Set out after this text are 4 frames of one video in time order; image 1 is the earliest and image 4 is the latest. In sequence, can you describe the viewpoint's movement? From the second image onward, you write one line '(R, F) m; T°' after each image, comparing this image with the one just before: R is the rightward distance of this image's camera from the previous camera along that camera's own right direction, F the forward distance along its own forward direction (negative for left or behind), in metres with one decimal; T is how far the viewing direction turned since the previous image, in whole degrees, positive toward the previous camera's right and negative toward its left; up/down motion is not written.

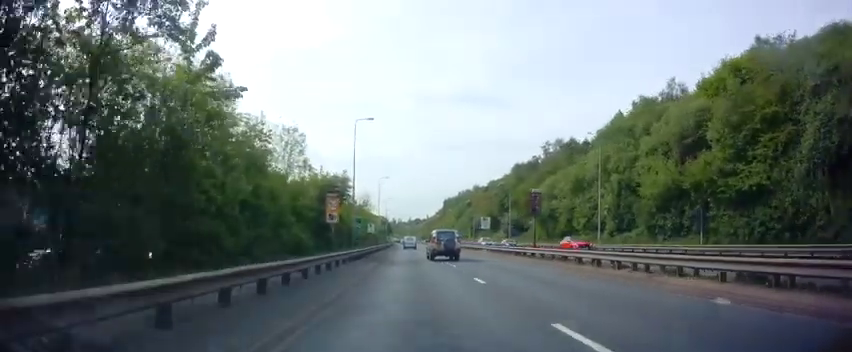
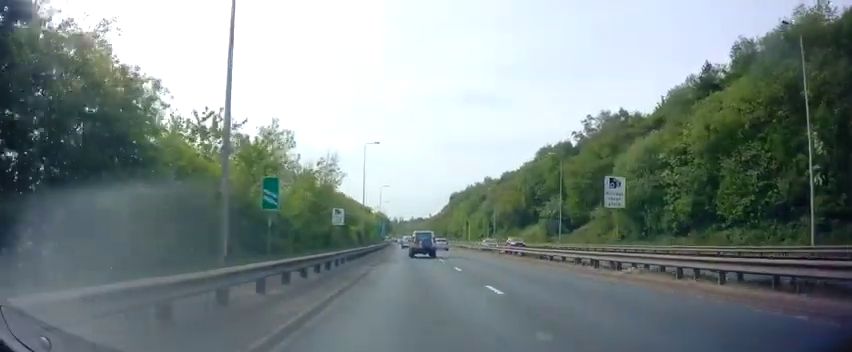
(-0.4, +30.3) m; -1°
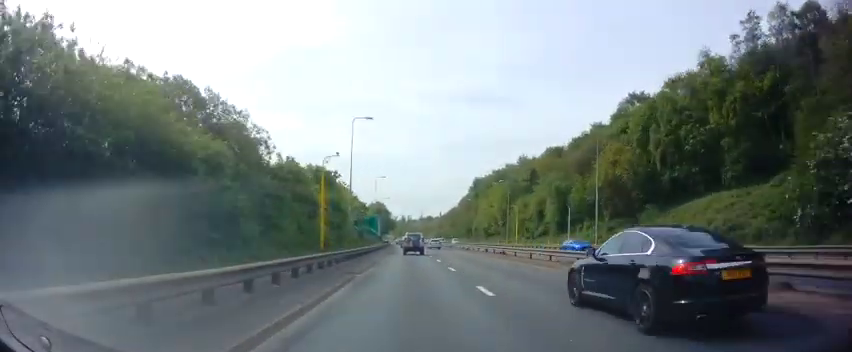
(-0.2, +54.1) m; -1°
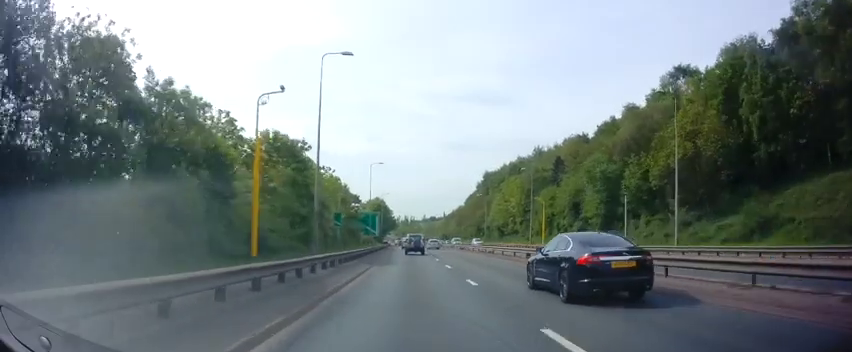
(-0.2, +15.4) m; -1°
